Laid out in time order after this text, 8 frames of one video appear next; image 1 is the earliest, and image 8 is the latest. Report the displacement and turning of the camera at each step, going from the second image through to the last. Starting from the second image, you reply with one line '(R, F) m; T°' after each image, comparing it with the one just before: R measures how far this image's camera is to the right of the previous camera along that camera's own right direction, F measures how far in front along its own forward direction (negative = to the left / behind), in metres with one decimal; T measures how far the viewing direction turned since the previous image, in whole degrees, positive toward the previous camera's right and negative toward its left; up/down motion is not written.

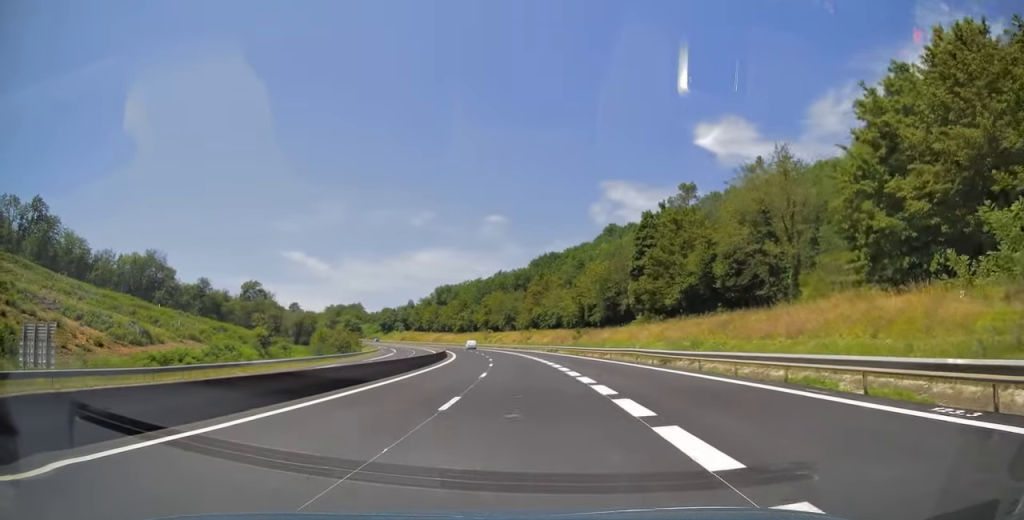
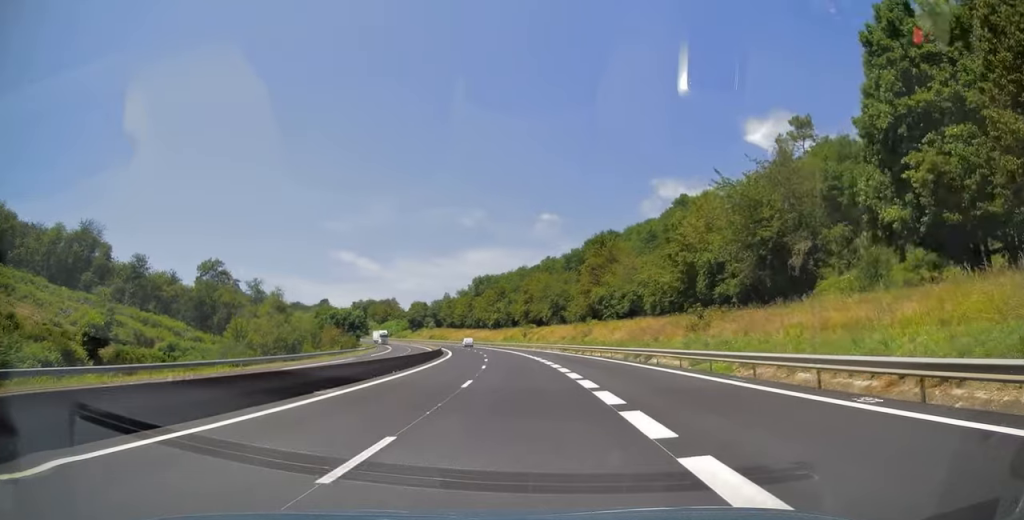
(-1.3, +45.5) m; -4°
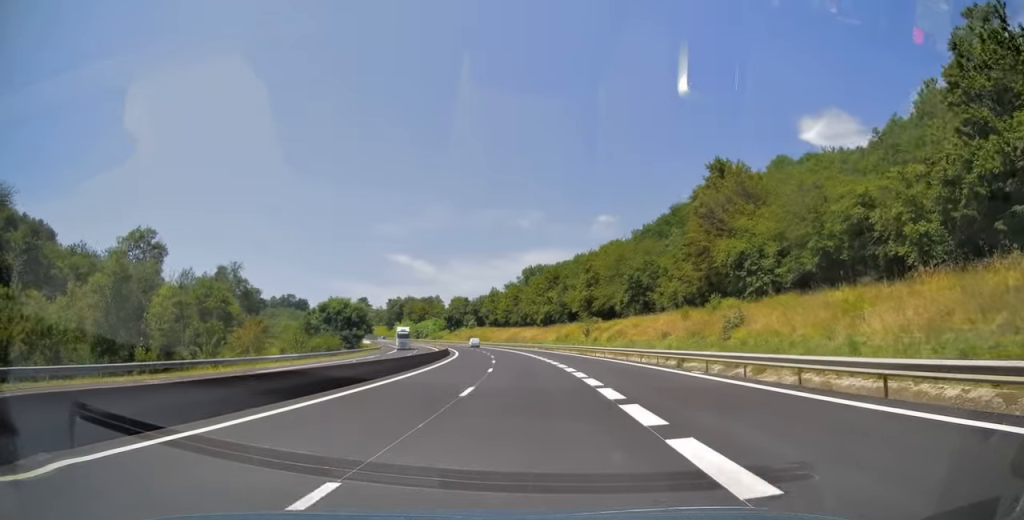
(-1.8, +41.8) m; -5°
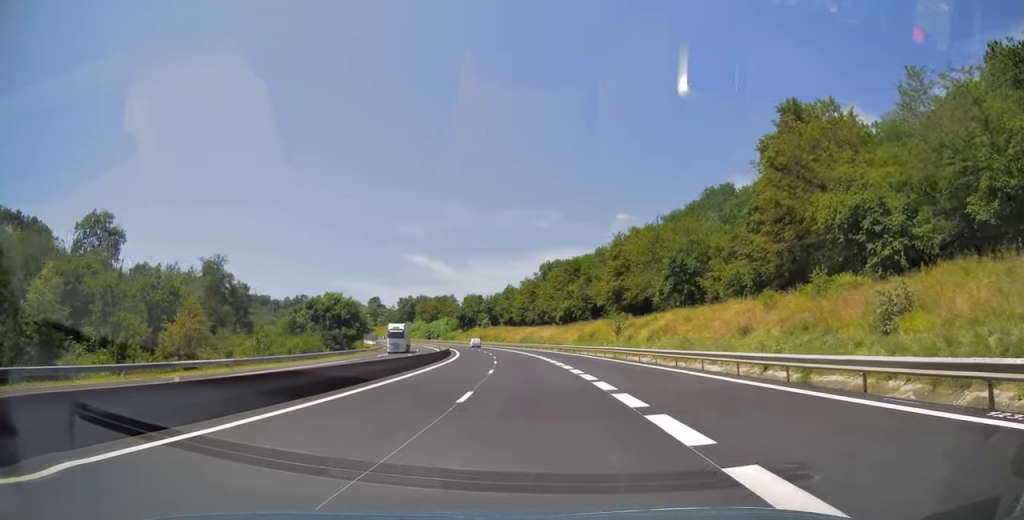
(0.0, +14.8) m; -2°
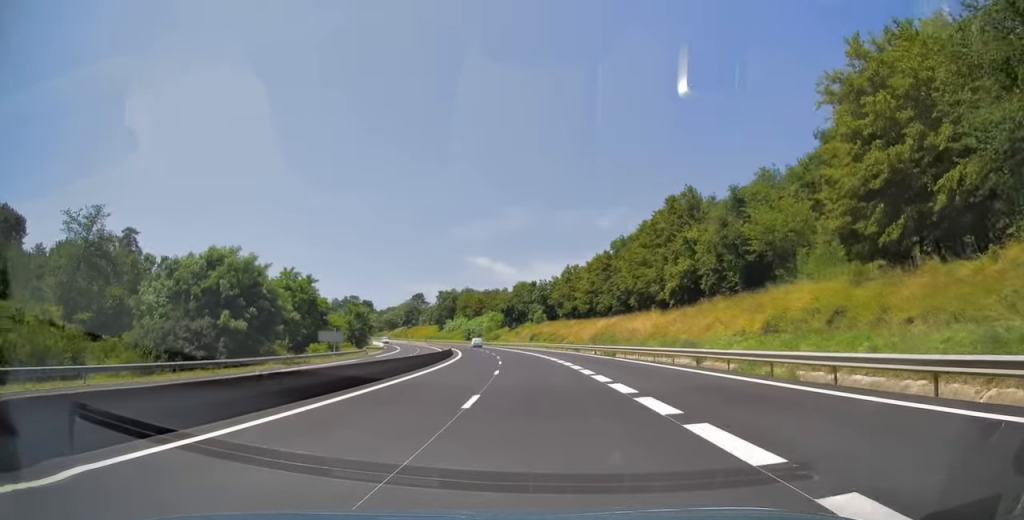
(-3.4, +52.9) m; -7°
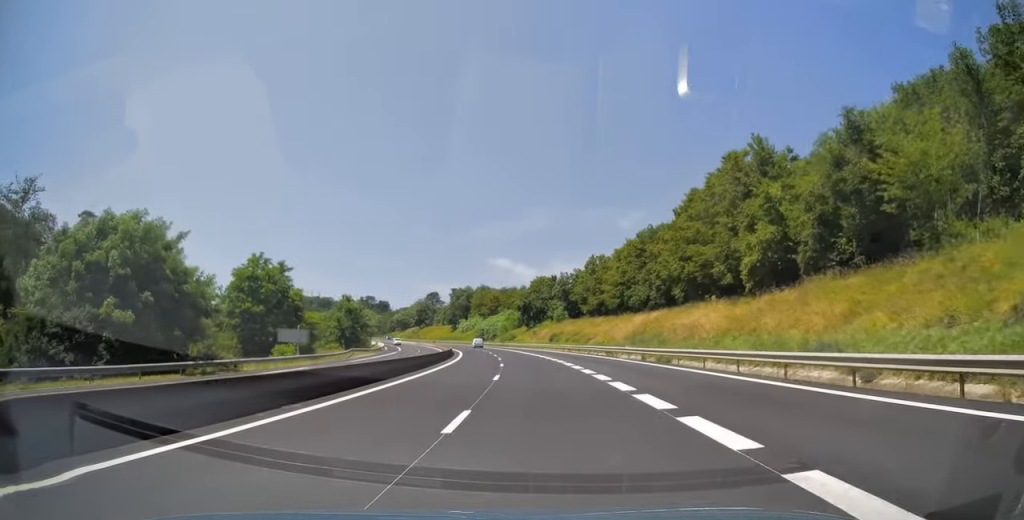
(-0.3, +16.3) m; -2°
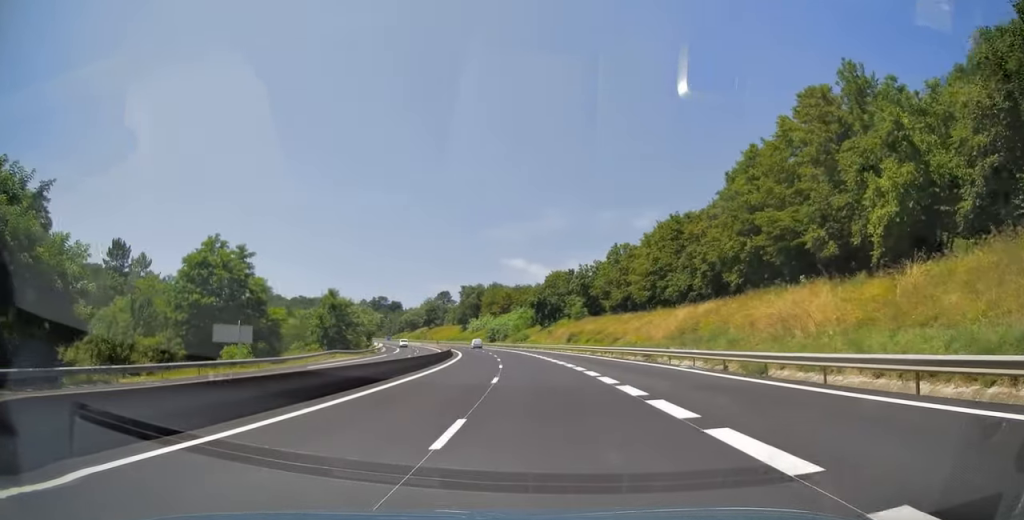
(-0.3, +14.3) m; -1°
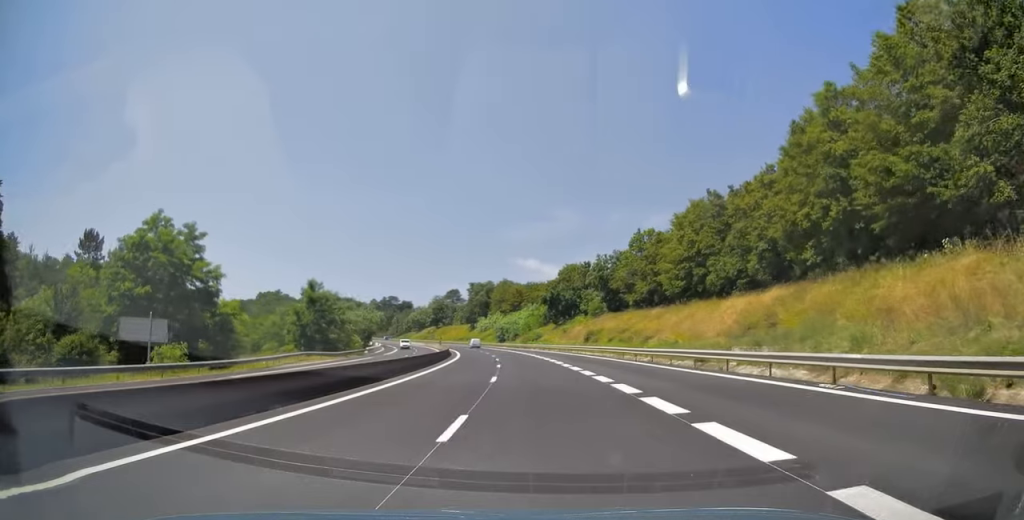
(-0.1, +12.2) m; -1°
